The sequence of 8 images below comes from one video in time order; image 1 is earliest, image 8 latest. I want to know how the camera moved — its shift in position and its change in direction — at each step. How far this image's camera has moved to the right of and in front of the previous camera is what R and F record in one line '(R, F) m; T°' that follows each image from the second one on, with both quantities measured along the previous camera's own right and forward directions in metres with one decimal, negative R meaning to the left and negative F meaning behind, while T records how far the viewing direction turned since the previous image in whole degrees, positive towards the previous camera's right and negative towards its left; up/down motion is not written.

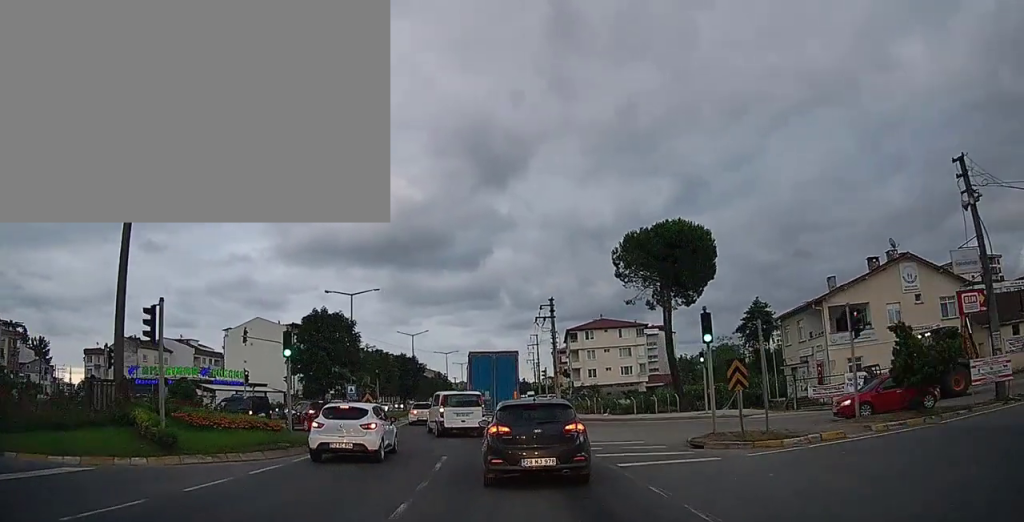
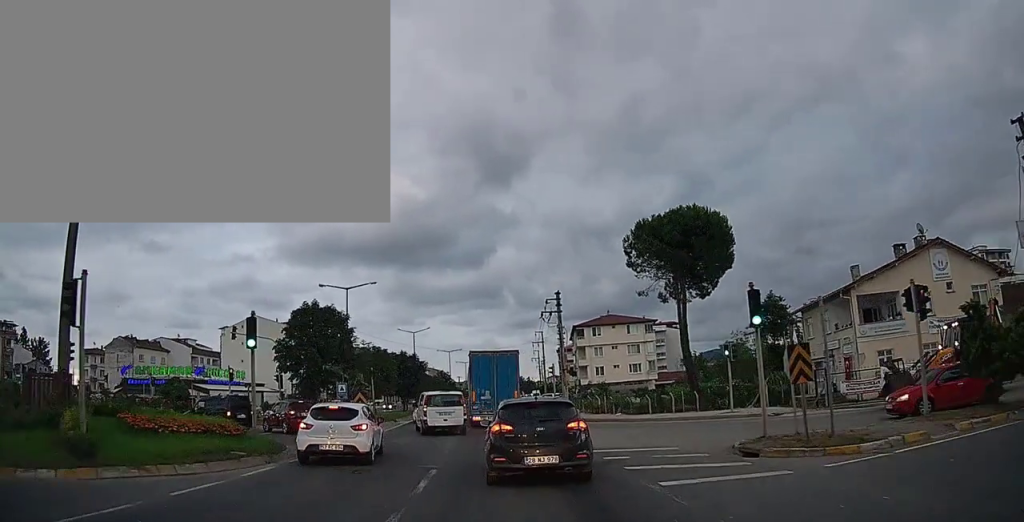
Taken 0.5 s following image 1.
(-0.1, +3.0) m; 0°
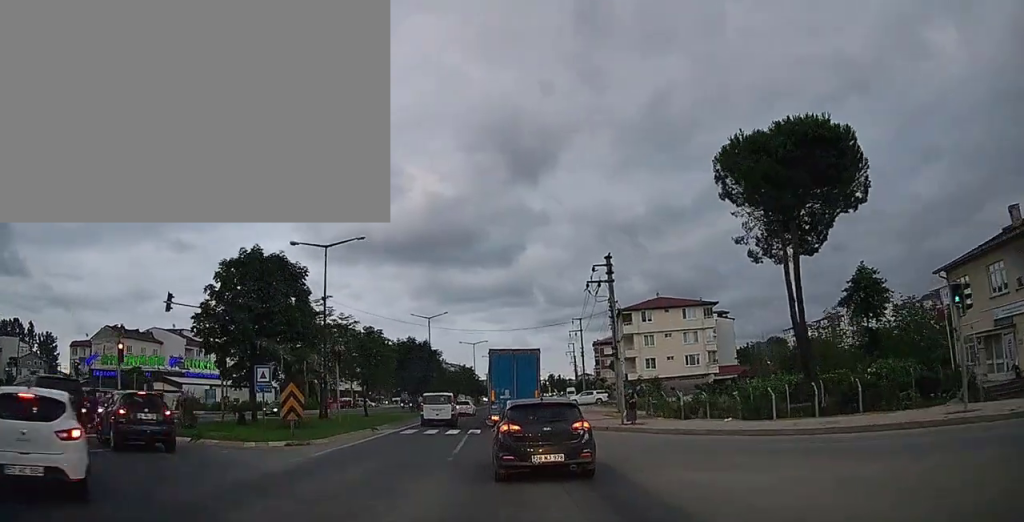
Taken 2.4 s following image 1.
(0.0, +13.6) m; -1°
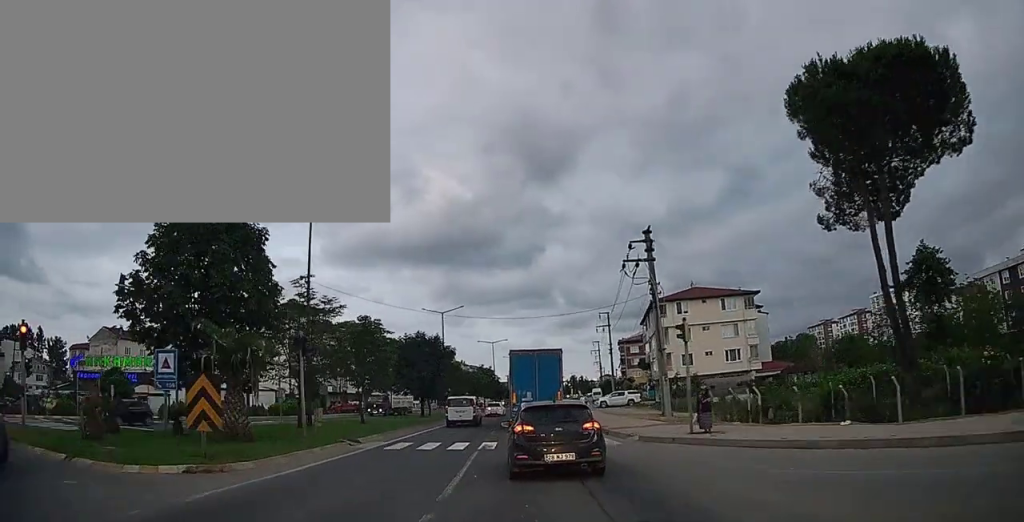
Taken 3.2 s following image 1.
(-0.1, +6.7) m; -2°
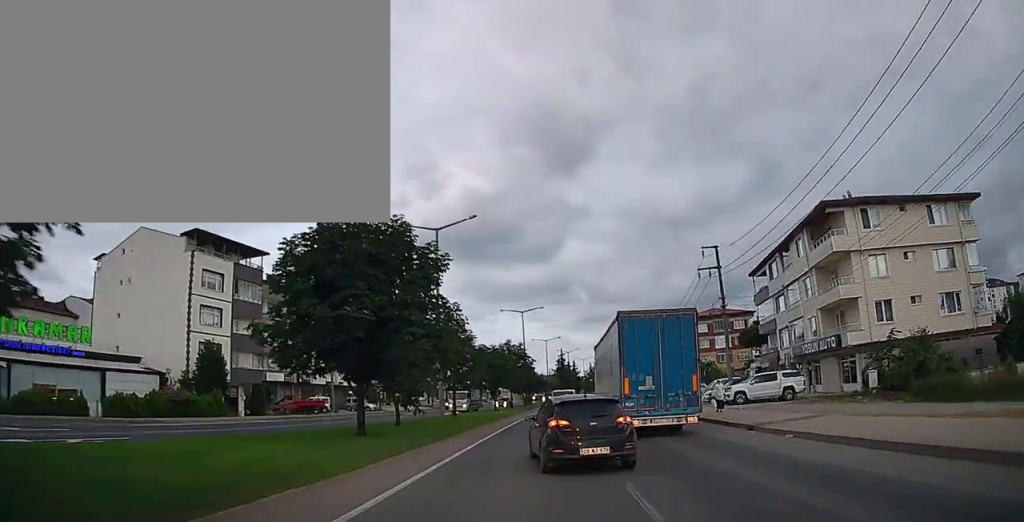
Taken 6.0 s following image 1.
(-1.5, +30.0) m; -2°
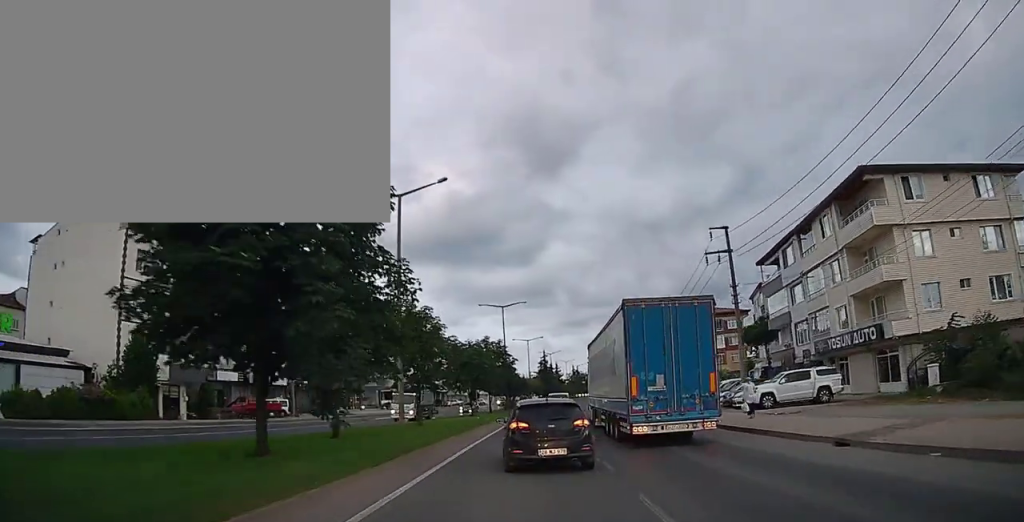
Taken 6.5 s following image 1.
(-0.1, +6.5) m; +1°
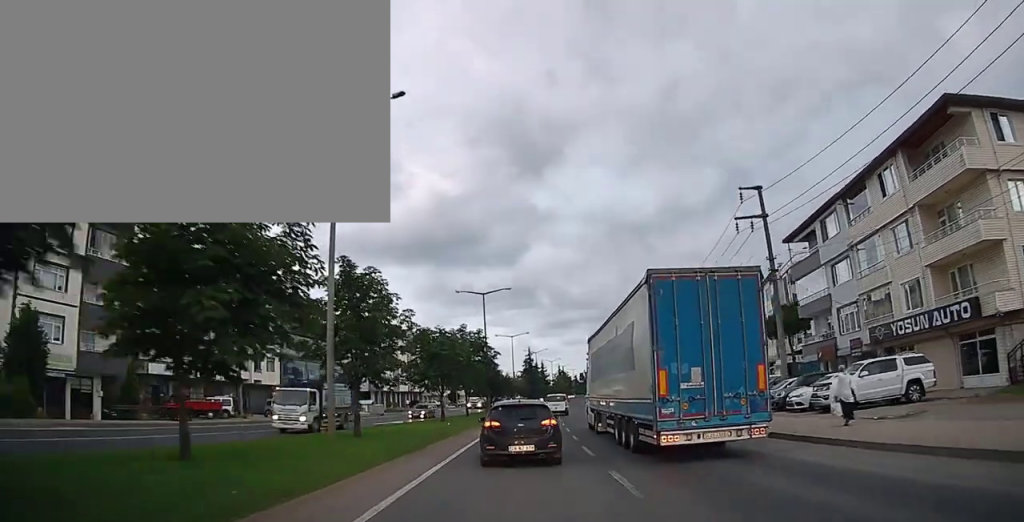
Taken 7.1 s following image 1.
(+0.2, +8.1) m; +2°
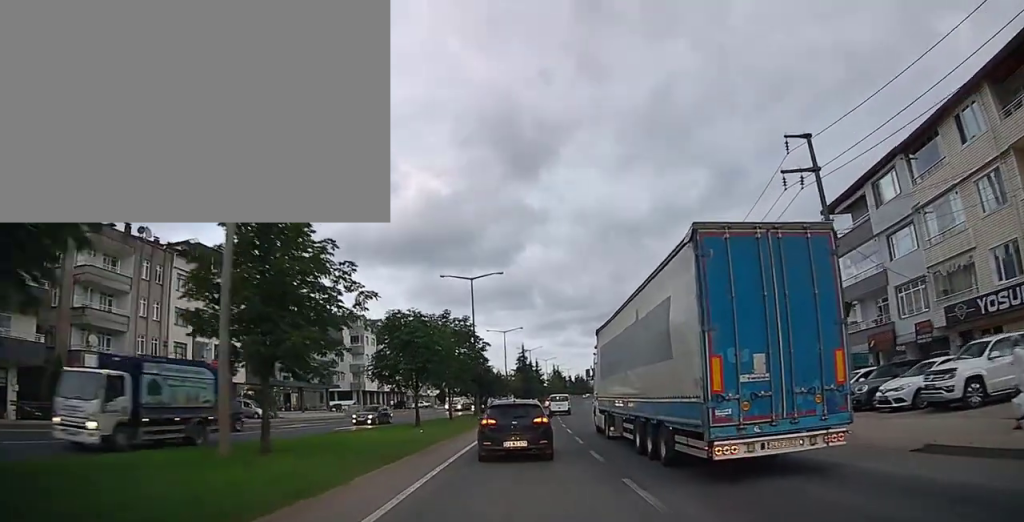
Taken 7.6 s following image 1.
(+0.2, +7.4) m; +1°
